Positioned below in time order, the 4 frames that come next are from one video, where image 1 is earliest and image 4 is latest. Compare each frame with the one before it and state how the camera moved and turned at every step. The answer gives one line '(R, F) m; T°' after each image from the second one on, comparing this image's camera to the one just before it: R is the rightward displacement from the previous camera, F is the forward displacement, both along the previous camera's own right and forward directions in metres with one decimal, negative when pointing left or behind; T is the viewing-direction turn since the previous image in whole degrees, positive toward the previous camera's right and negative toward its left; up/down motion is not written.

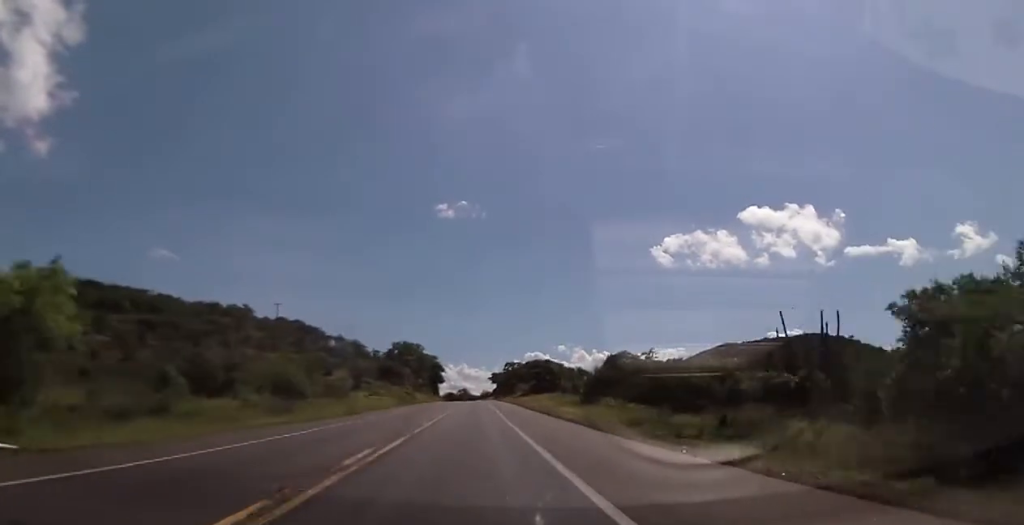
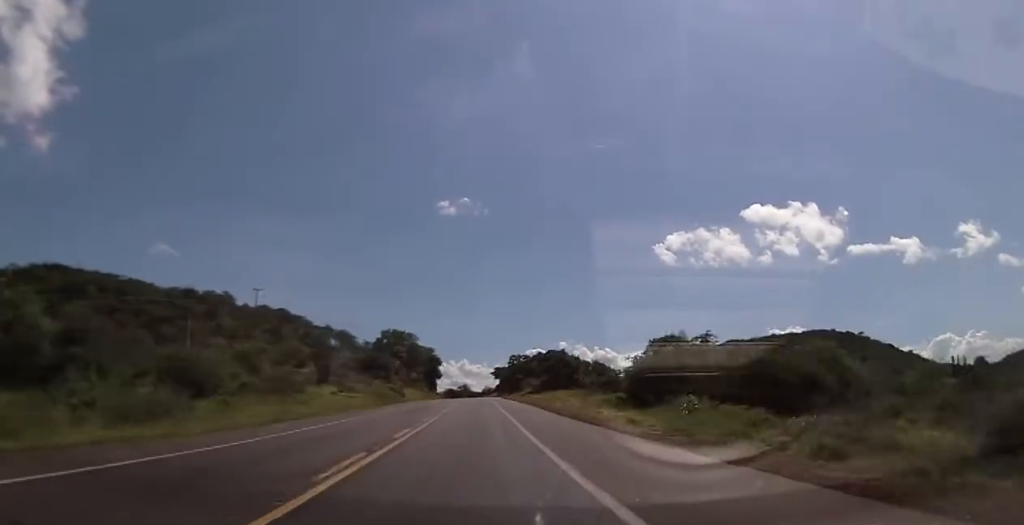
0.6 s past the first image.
(-0.2, +17.5) m; 0°
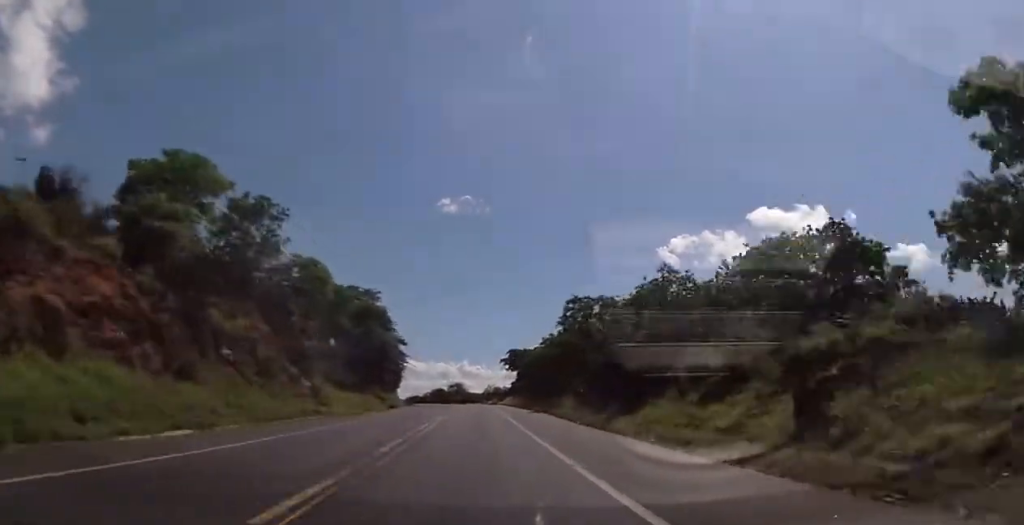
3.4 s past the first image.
(+0.7, +93.9) m; +1°
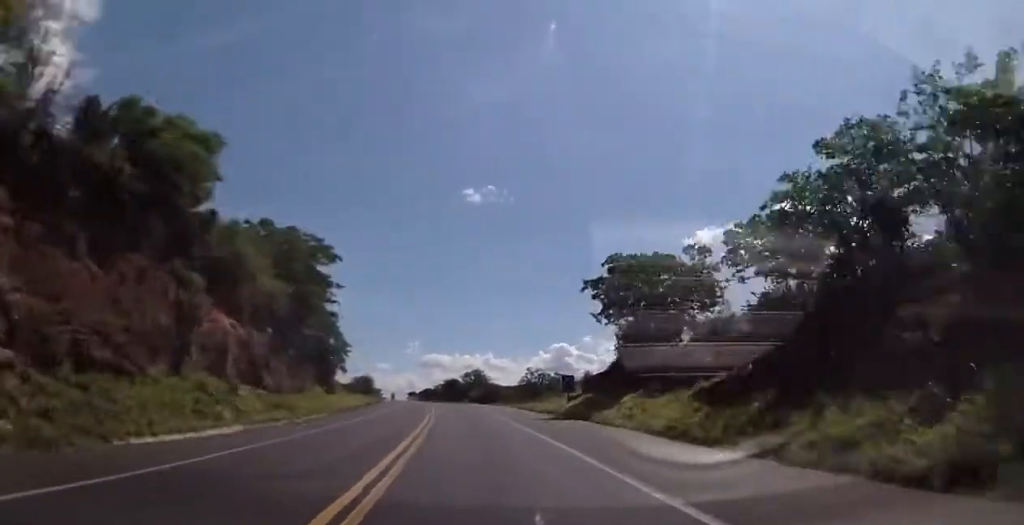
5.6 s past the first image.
(-0.2, +70.1) m; -1°
